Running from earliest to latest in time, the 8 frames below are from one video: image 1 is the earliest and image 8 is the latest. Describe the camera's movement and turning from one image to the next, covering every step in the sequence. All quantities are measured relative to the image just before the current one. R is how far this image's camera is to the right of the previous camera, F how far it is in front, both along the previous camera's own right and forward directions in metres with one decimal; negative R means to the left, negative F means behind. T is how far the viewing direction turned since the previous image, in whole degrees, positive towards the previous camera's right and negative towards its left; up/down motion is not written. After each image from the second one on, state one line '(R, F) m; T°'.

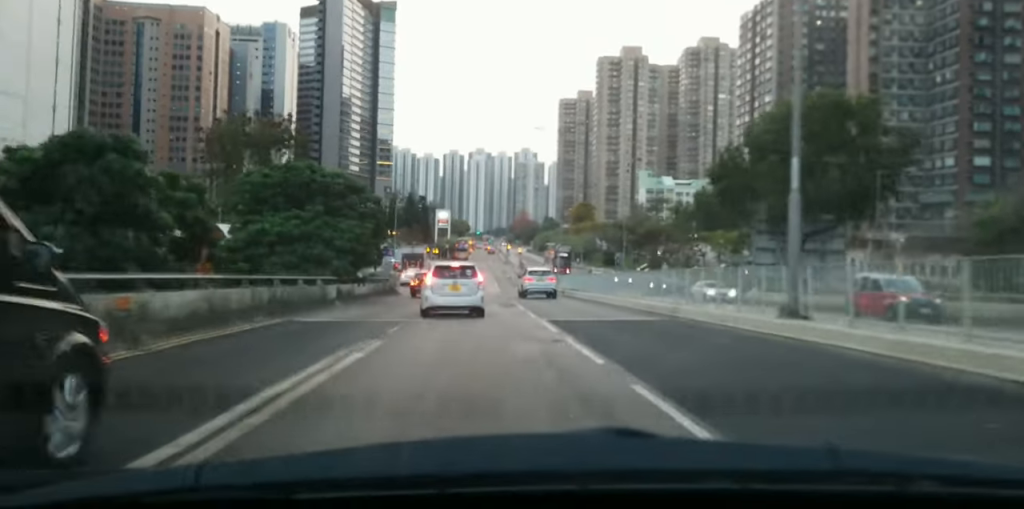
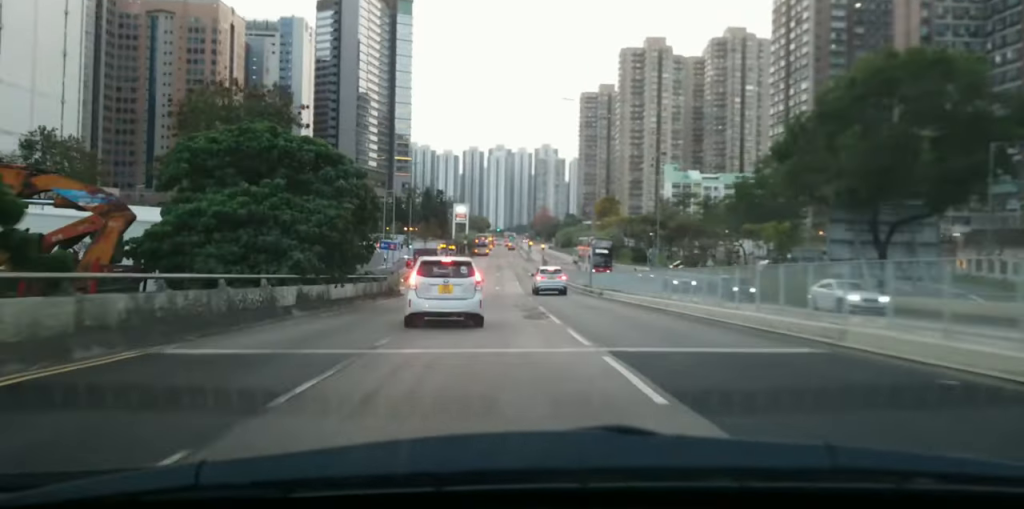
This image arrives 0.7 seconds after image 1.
(+0.1, +9.5) m; -1°
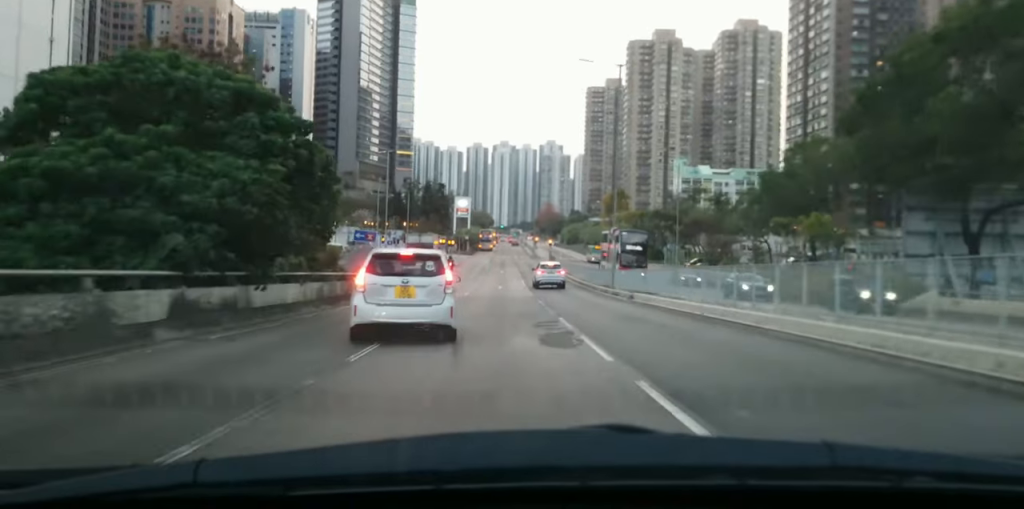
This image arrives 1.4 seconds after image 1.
(-0.3, +9.2) m; 0°
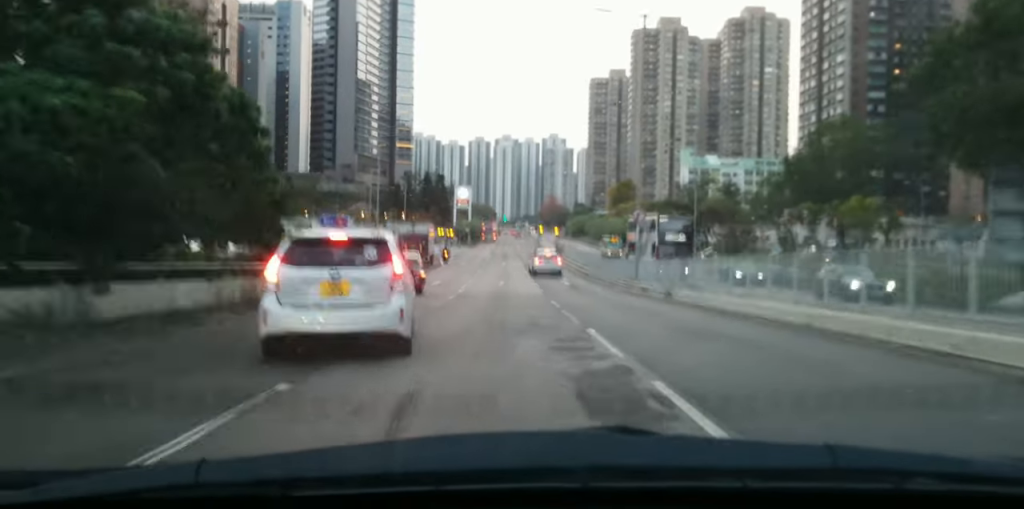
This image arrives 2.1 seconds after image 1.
(0.0, +8.0) m; +1°
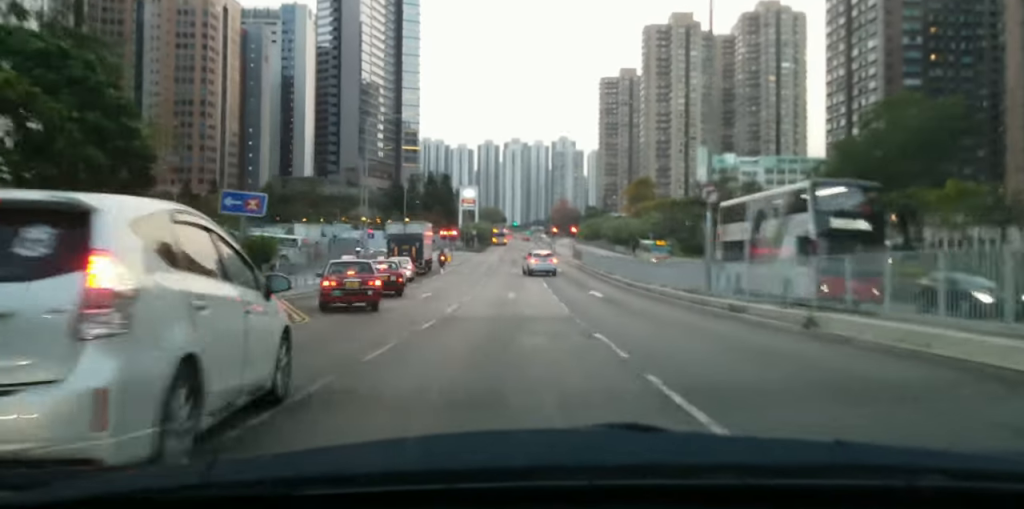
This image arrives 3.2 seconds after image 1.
(+0.2, +12.9) m; +2°
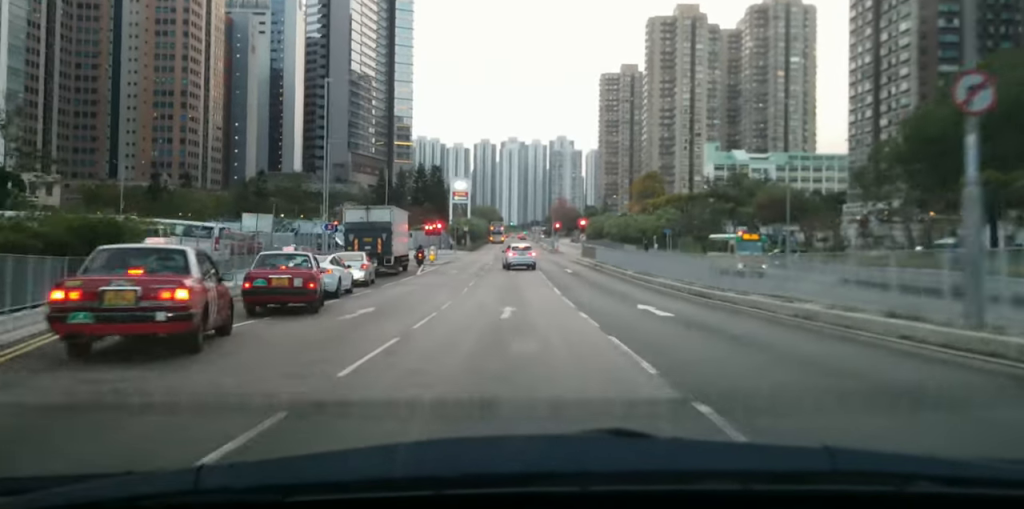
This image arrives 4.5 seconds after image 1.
(+0.3, +15.0) m; 0°
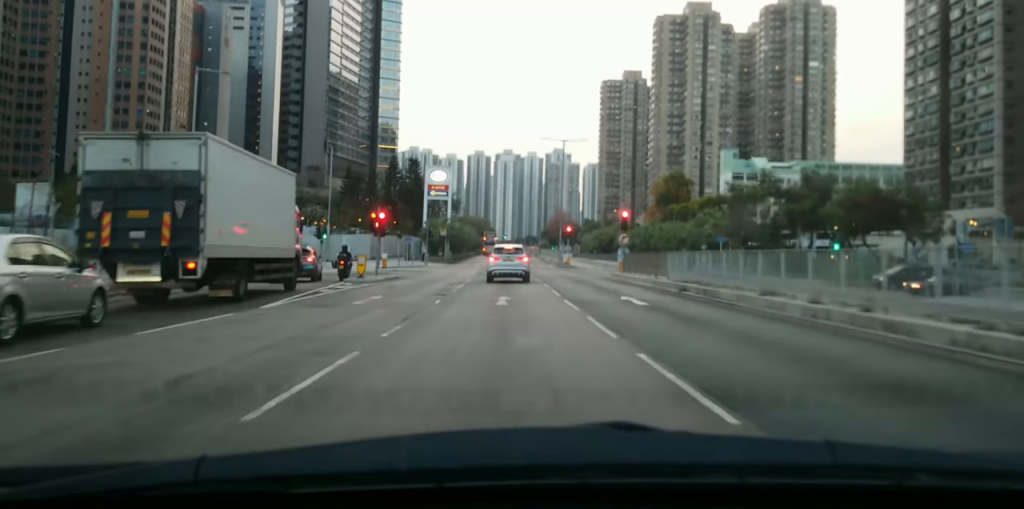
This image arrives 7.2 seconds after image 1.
(-1.5, +27.7) m; -2°
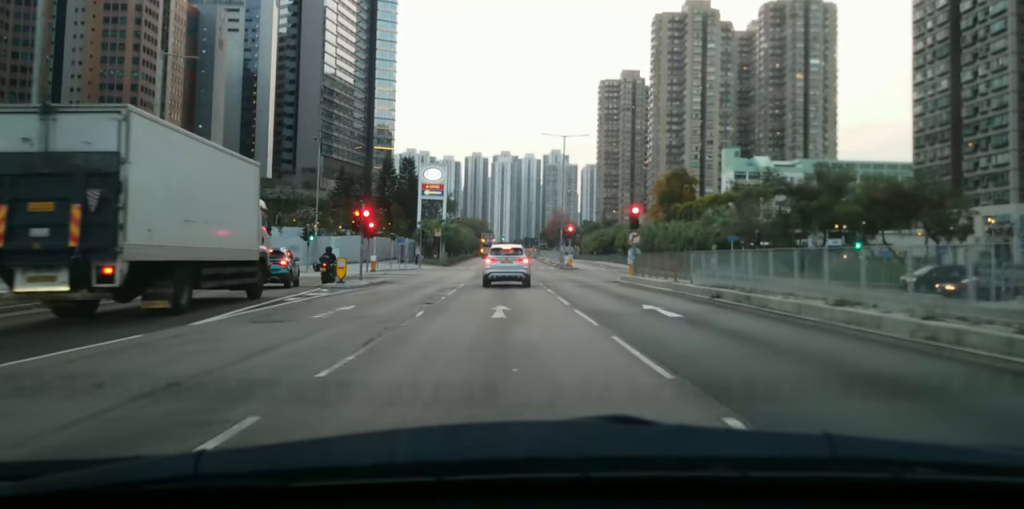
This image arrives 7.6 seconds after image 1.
(+0.1, +3.7) m; +1°
